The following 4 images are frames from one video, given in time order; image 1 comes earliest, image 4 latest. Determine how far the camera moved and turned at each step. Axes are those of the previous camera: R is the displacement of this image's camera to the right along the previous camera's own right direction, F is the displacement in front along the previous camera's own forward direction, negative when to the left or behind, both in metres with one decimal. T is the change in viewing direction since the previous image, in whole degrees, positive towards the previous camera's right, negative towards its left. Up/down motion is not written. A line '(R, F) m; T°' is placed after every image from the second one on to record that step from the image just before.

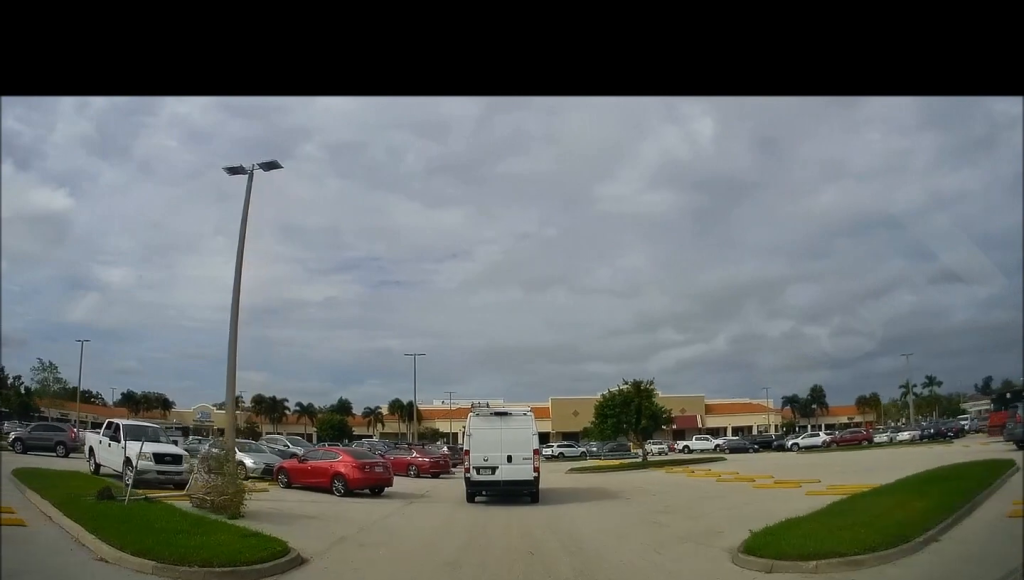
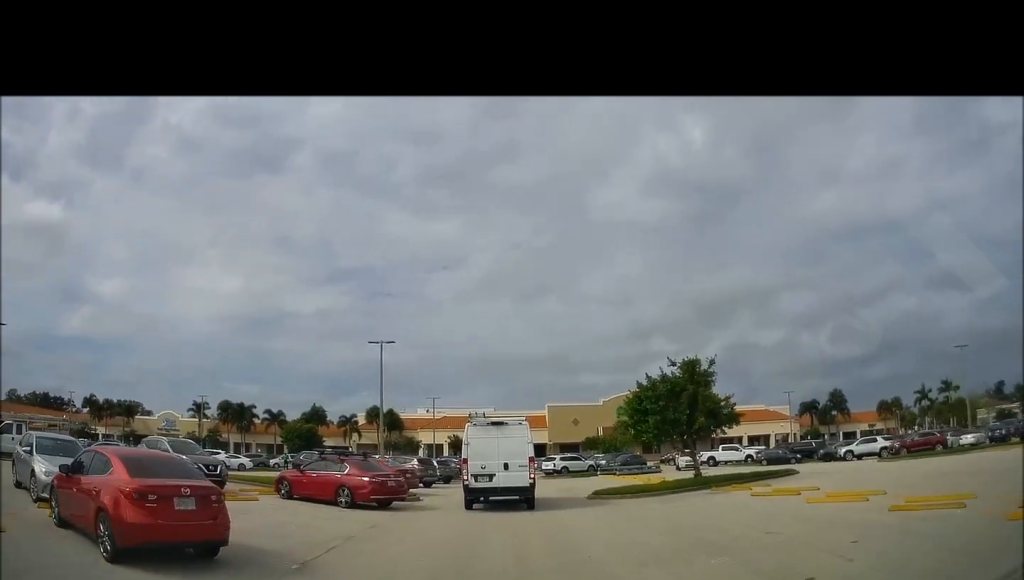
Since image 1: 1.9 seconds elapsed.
(+0.2, +11.3) m; +6°
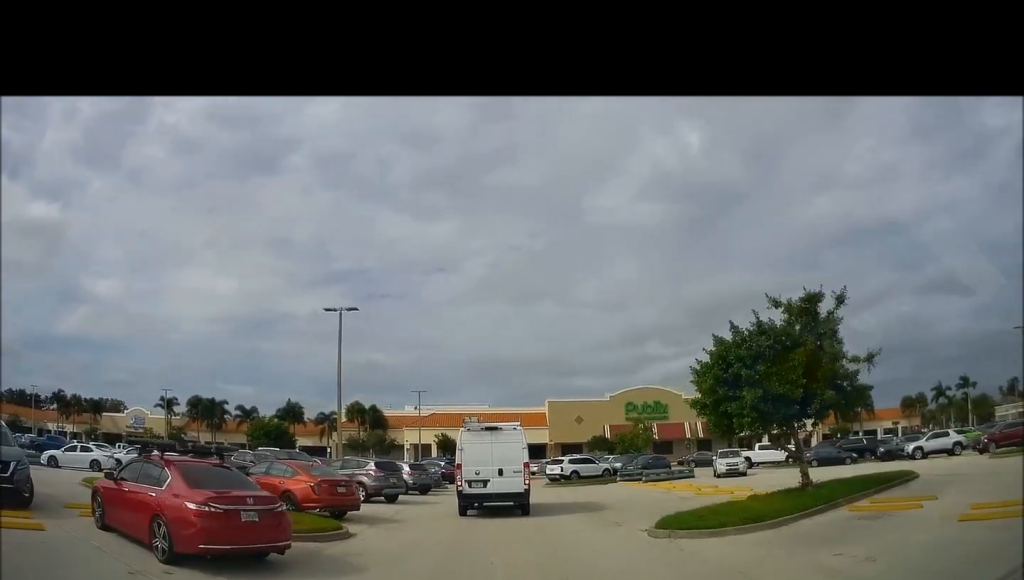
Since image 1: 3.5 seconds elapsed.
(+0.6, +9.7) m; +5°
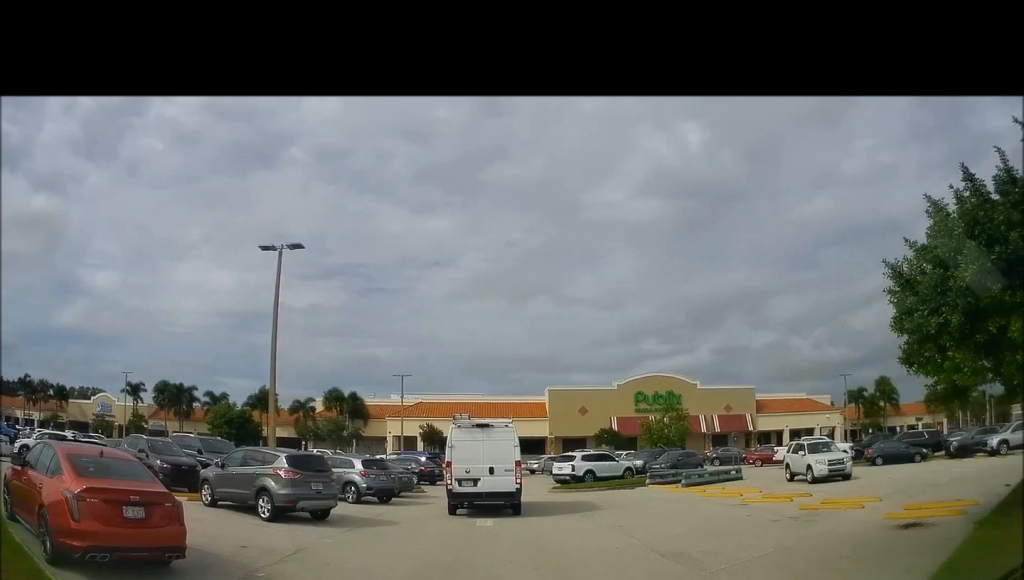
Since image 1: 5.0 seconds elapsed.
(-0.3, +8.8) m; -5°
